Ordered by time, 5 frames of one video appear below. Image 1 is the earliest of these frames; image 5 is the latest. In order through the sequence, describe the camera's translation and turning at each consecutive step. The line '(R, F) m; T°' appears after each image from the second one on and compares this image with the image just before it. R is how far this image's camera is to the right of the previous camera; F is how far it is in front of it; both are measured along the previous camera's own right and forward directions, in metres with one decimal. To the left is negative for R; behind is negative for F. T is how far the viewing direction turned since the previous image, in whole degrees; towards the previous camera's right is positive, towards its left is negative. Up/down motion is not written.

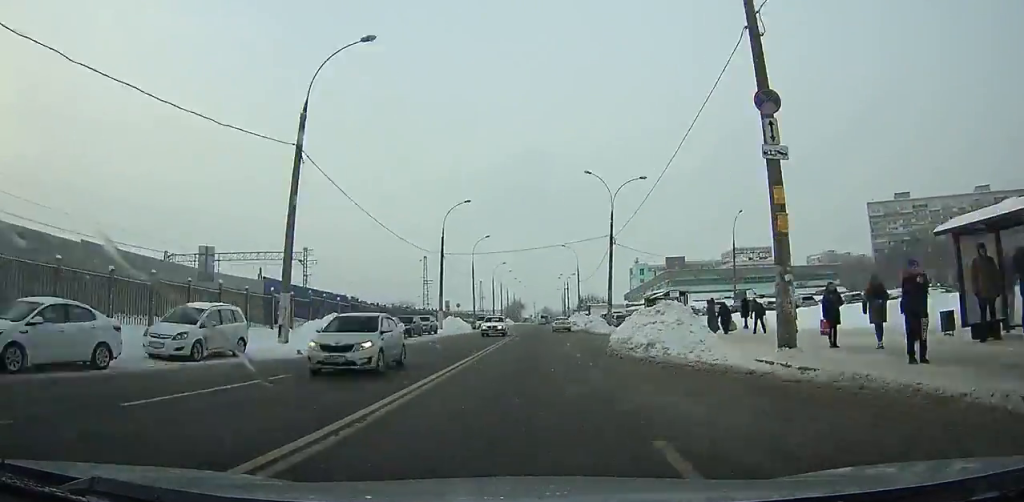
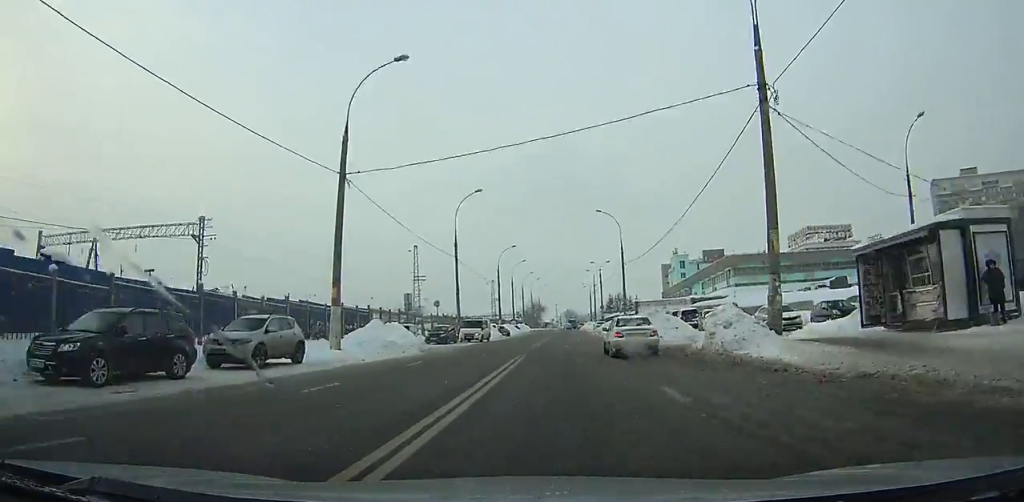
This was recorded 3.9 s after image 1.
(-0.5, +38.6) m; -1°
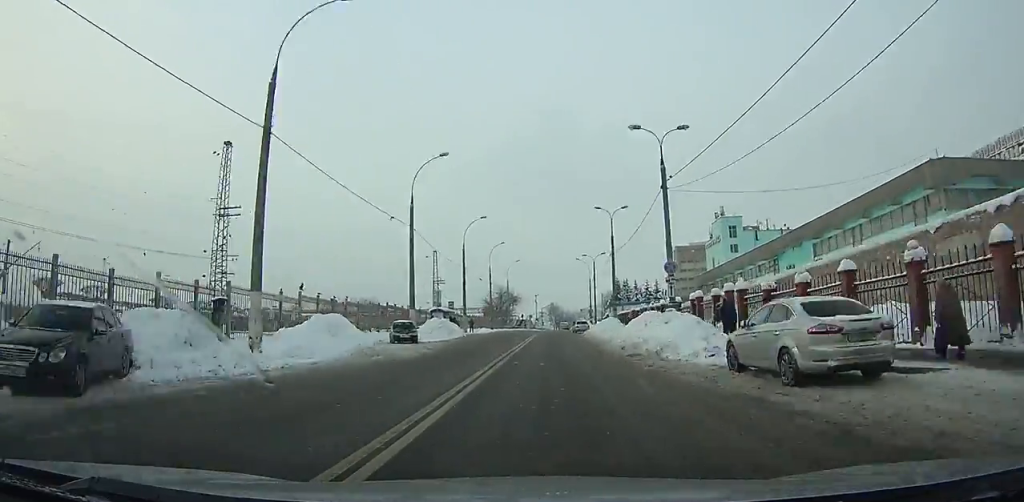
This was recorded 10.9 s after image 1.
(+0.5, +72.4) m; 0°
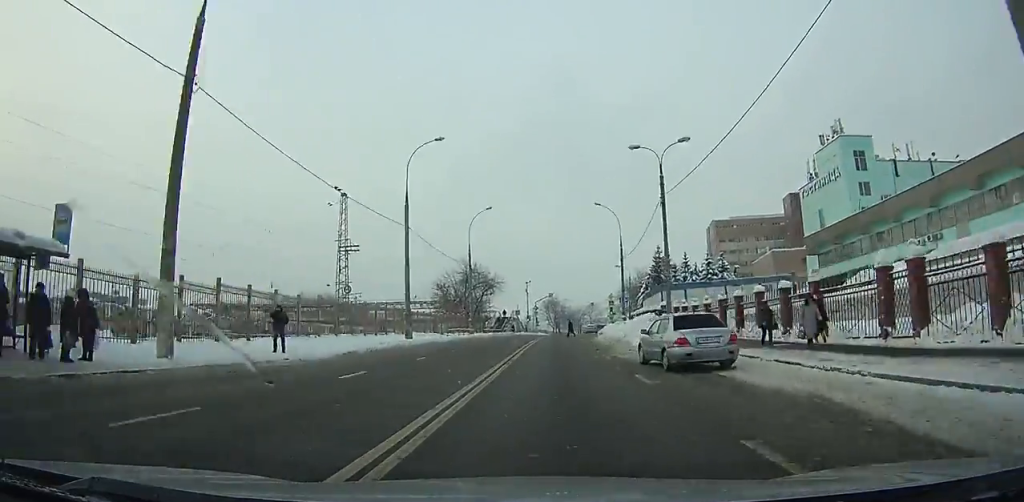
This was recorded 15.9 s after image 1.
(+0.1, +54.5) m; +1°
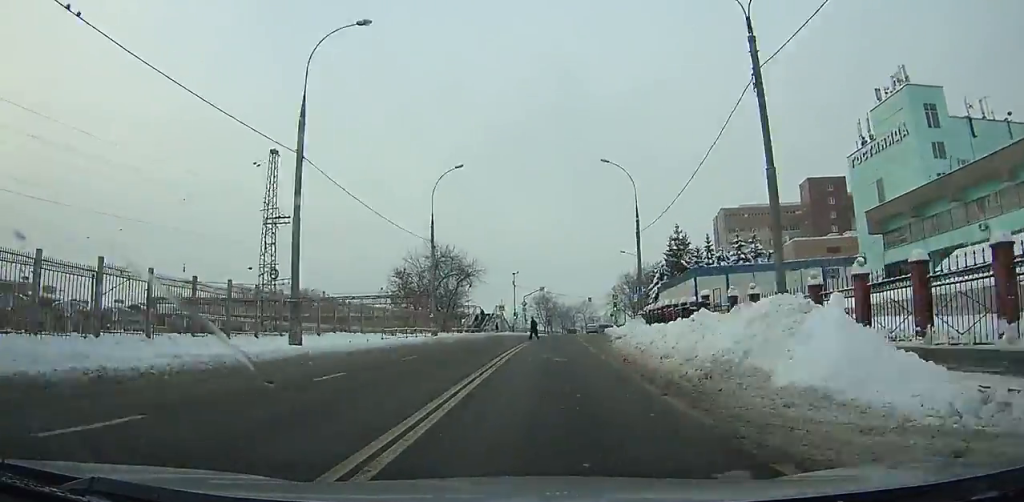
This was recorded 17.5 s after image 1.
(-0.1, +17.7) m; +1°
